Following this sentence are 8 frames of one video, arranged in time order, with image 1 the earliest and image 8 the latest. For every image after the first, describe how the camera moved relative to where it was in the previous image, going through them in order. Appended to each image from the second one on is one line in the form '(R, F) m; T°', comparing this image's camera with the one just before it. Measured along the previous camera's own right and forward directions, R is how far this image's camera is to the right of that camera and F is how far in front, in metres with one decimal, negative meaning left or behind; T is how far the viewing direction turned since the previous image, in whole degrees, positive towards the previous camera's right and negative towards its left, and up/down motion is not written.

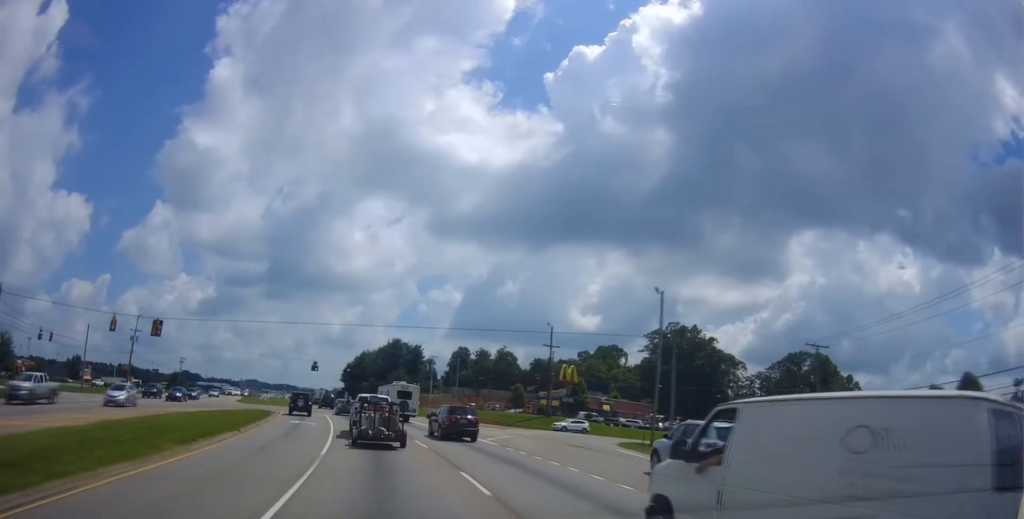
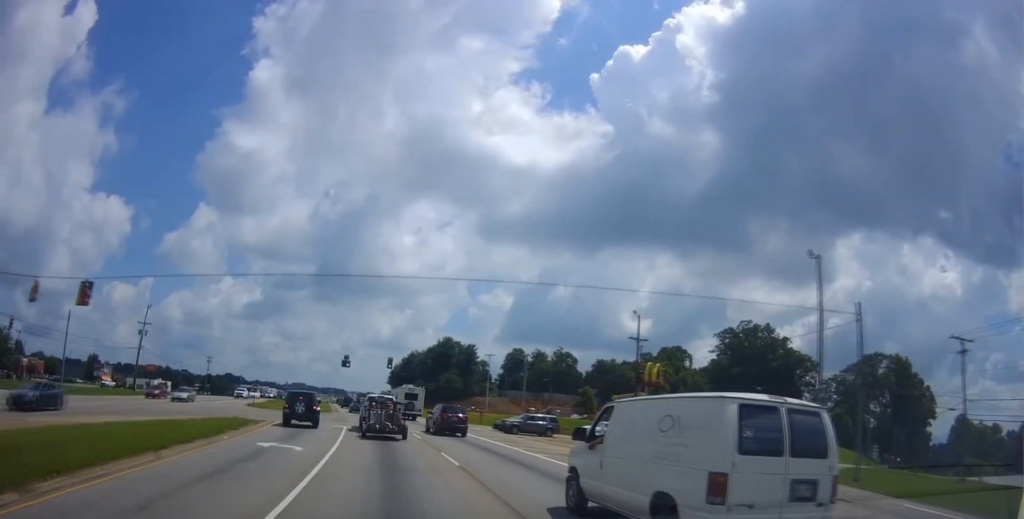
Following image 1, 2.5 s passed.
(0.0, +15.8) m; -3°
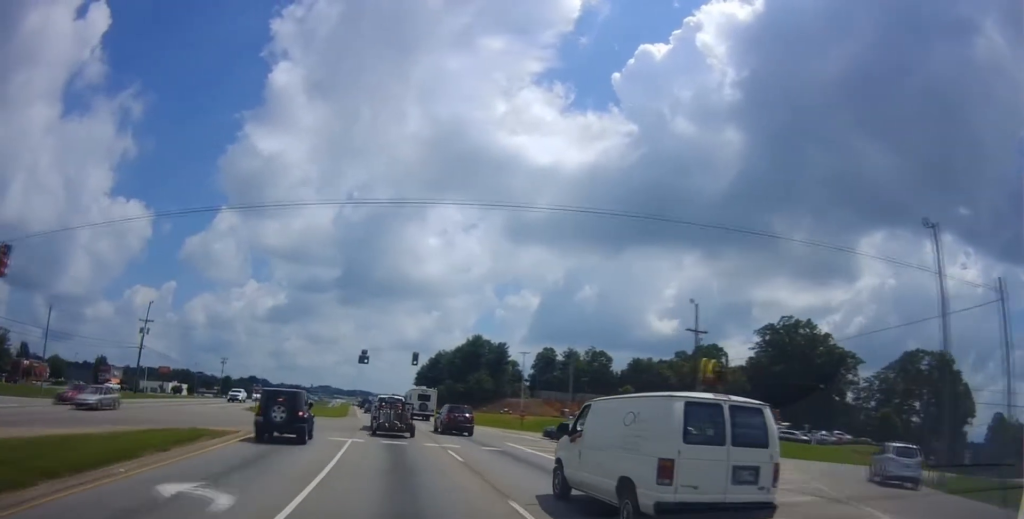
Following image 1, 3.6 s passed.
(-0.4, +10.2) m; -2°
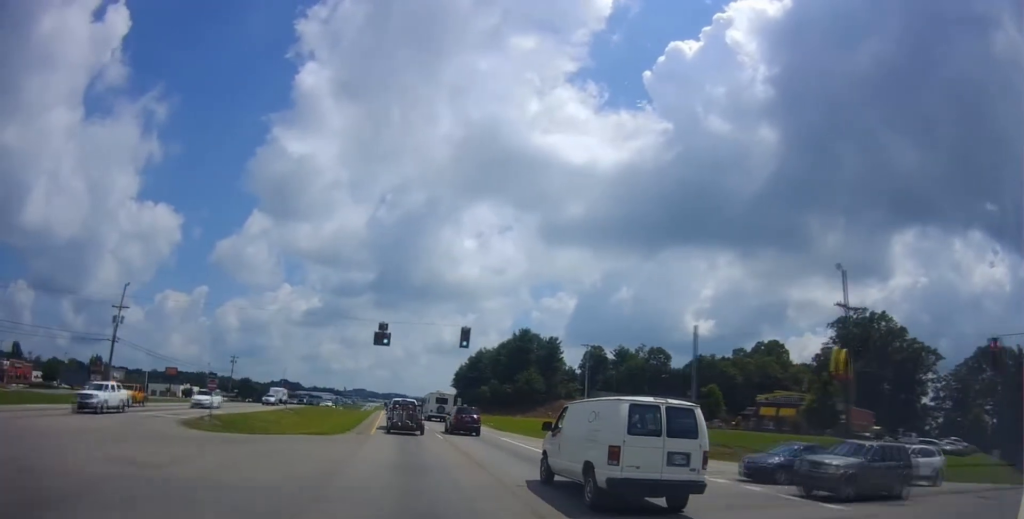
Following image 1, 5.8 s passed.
(-0.7, +23.4) m; -3°
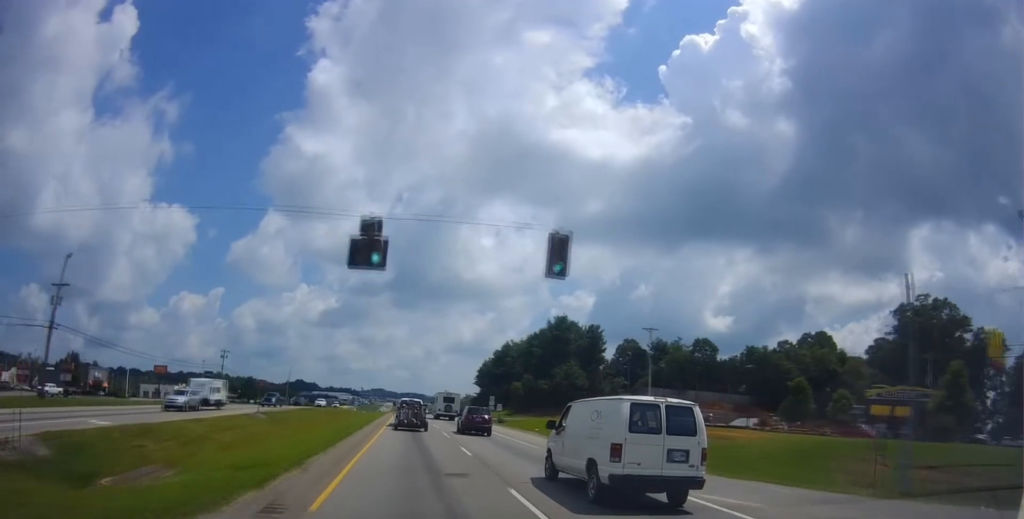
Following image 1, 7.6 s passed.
(-0.3, +22.2) m; -1°
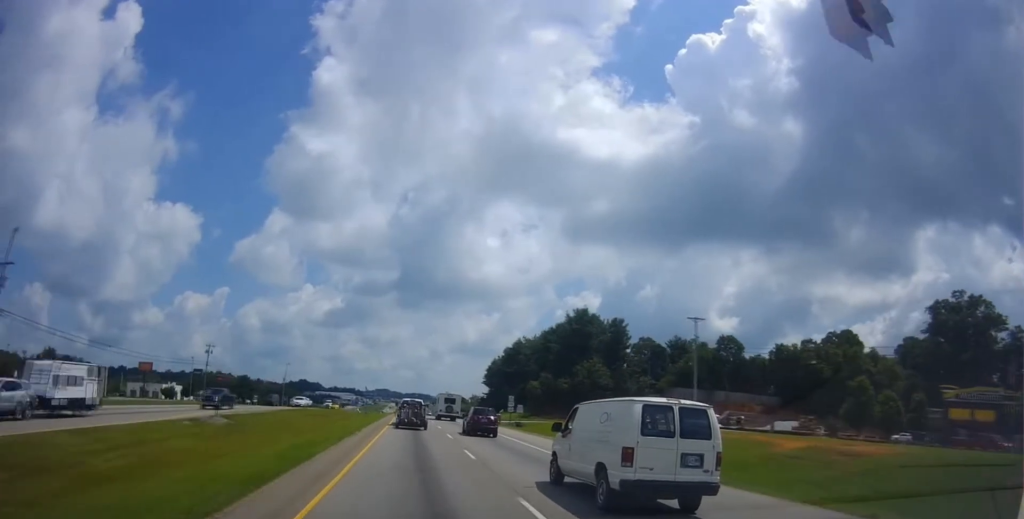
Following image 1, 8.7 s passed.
(-0.1, +13.1) m; 0°
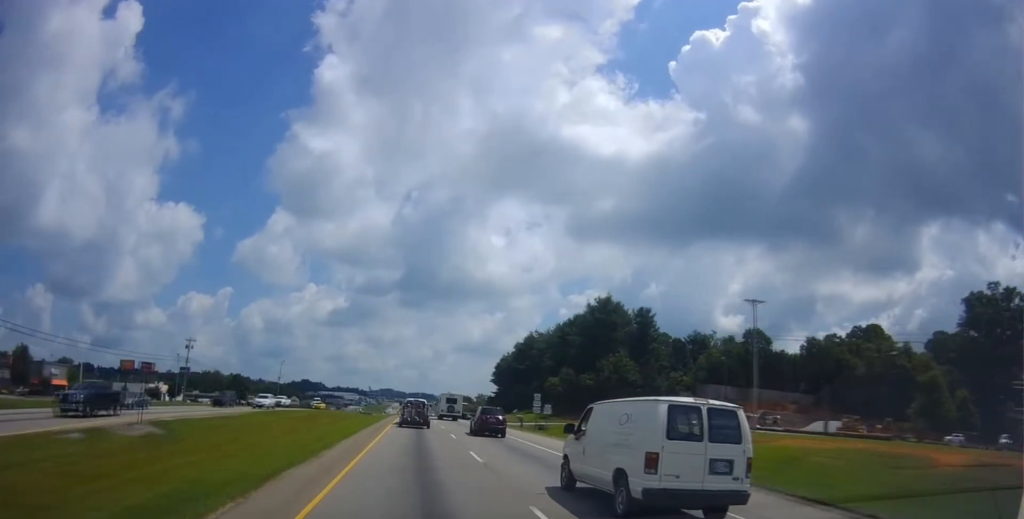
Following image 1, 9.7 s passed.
(-0.1, +12.6) m; 0°
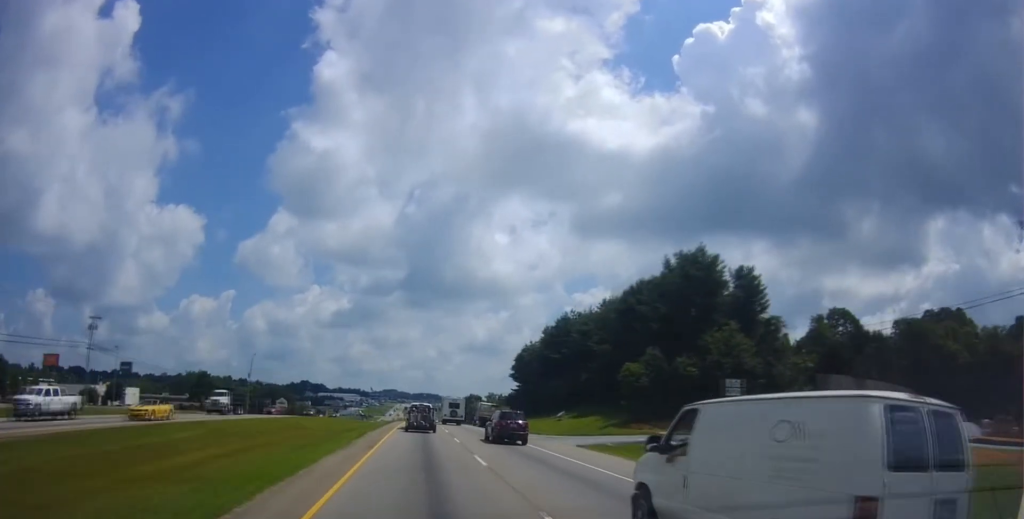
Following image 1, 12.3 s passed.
(-0.3, +37.0) m; -1°
